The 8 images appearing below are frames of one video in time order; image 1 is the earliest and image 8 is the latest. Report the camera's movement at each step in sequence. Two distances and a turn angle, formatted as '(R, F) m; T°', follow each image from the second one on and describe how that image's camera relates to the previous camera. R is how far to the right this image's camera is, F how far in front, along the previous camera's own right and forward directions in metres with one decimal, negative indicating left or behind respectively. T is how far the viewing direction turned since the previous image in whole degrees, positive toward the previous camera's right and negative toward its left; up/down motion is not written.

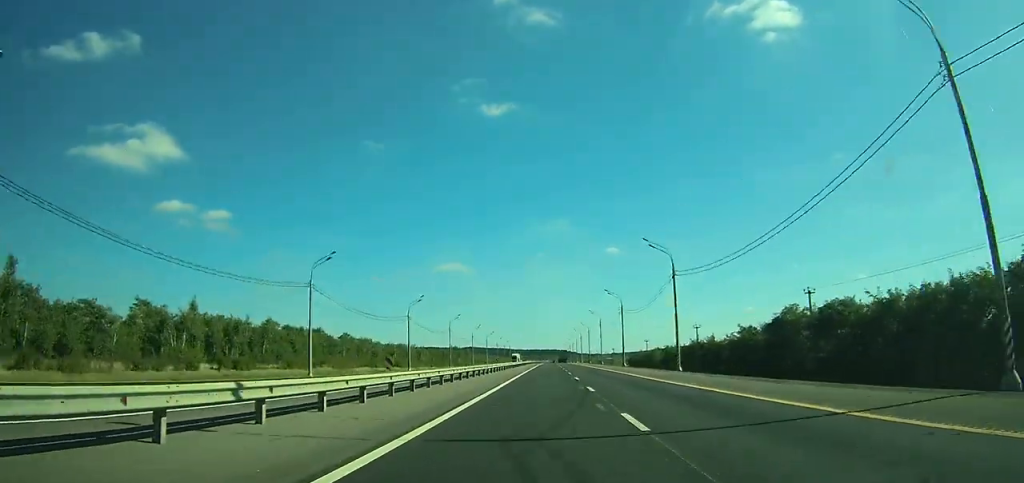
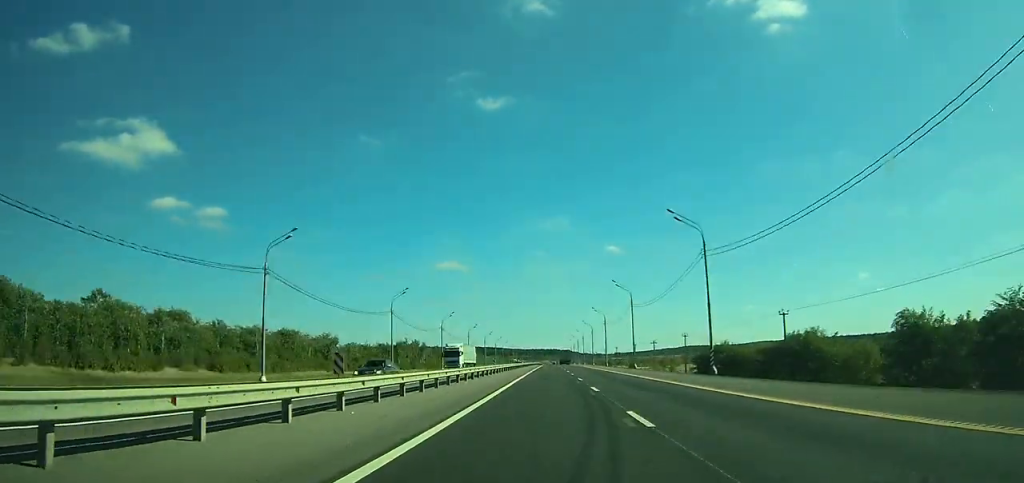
(+3.9, +82.6) m; +3°
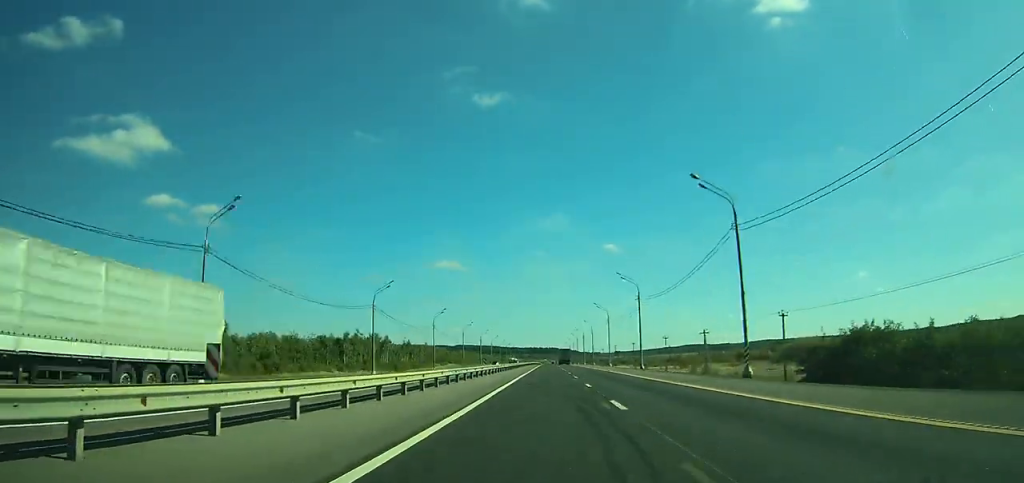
(0.0, +43.7) m; 0°
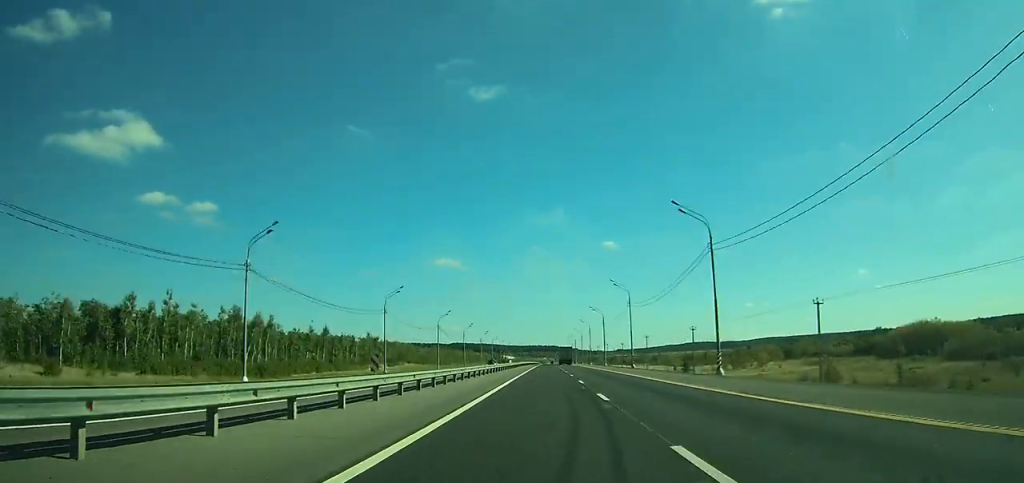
(0.0, +68.2) m; 0°
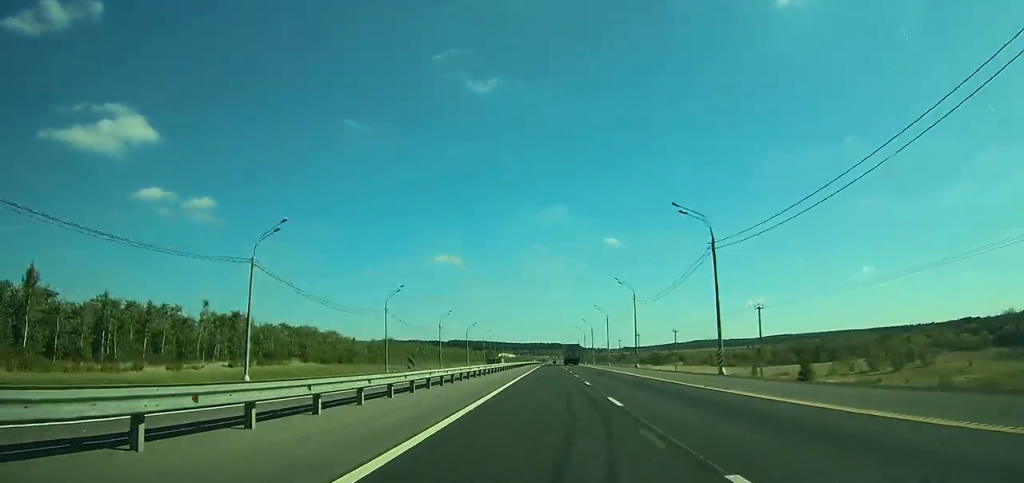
(-0.1, +73.2) m; 0°
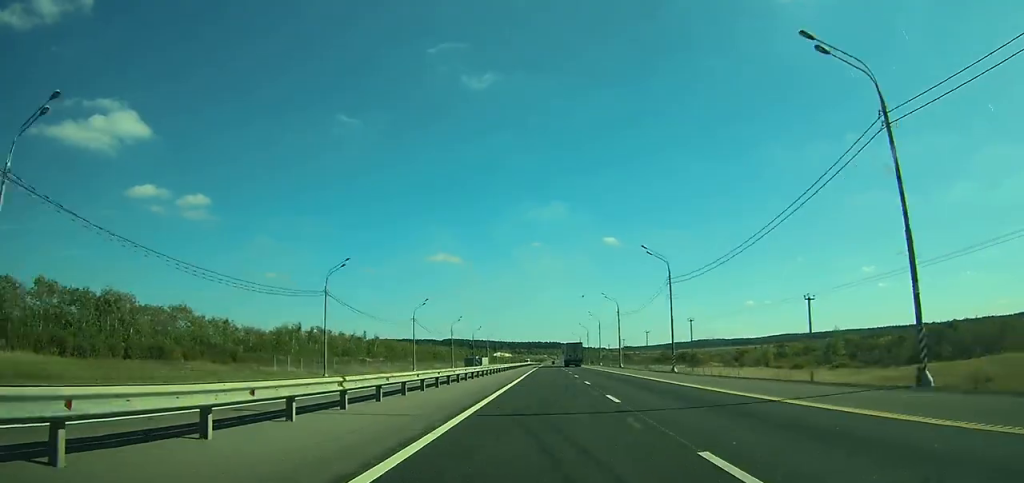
(-0.2, +56.8) m; 0°
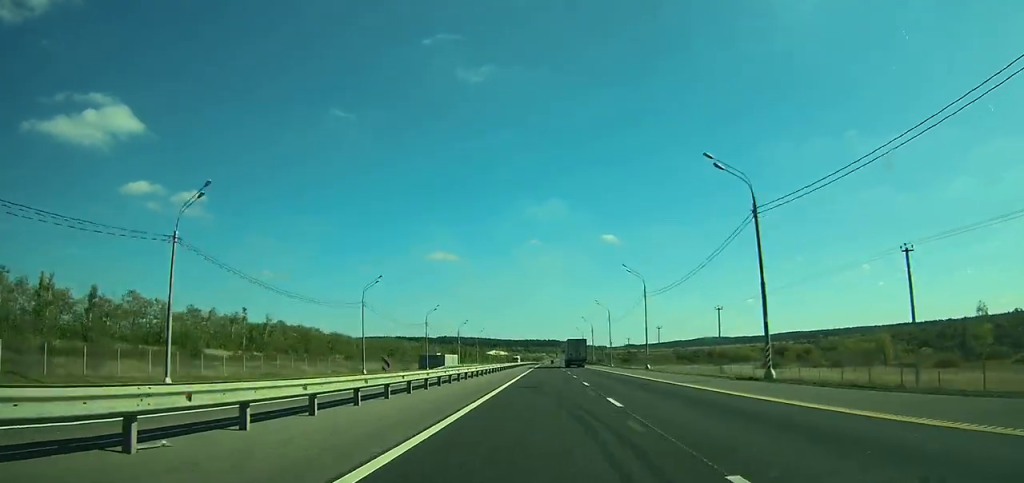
(0.0, +59.3) m; 0°
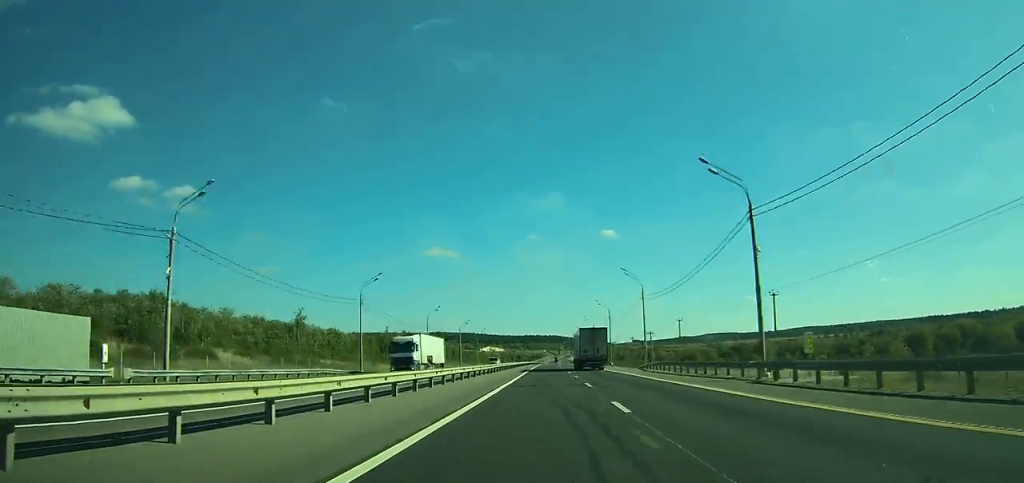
(+0.8, +105.5) m; +2°
